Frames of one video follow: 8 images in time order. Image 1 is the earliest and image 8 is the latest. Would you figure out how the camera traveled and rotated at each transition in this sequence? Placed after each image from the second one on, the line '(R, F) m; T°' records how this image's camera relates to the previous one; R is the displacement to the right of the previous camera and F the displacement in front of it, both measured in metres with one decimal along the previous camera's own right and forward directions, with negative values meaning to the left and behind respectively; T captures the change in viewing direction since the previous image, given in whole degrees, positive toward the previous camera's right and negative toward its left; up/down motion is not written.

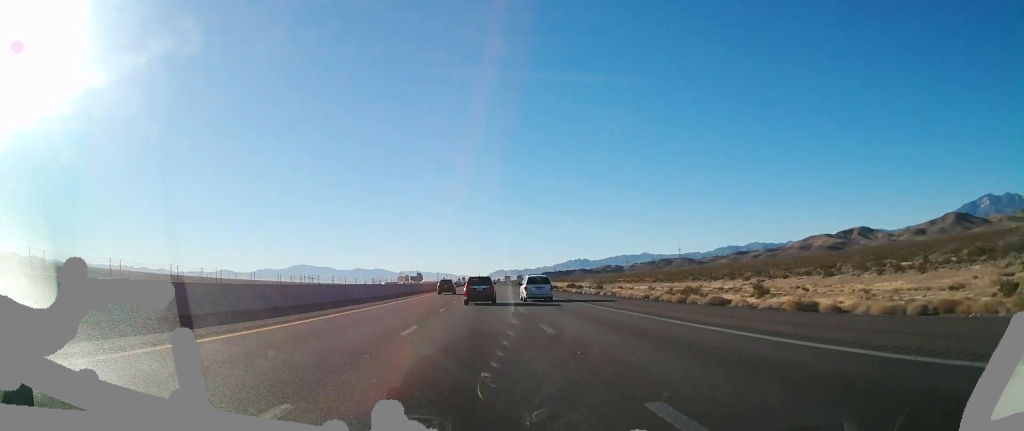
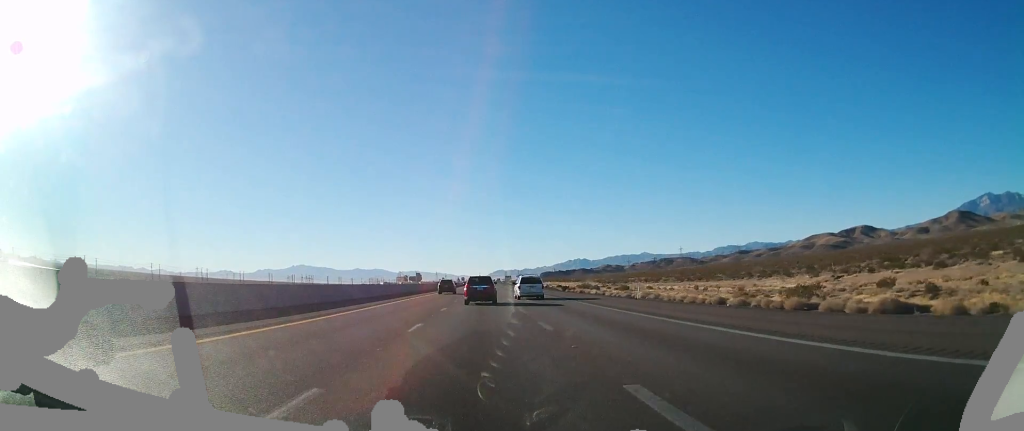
(0.0, +23.2) m; 0°
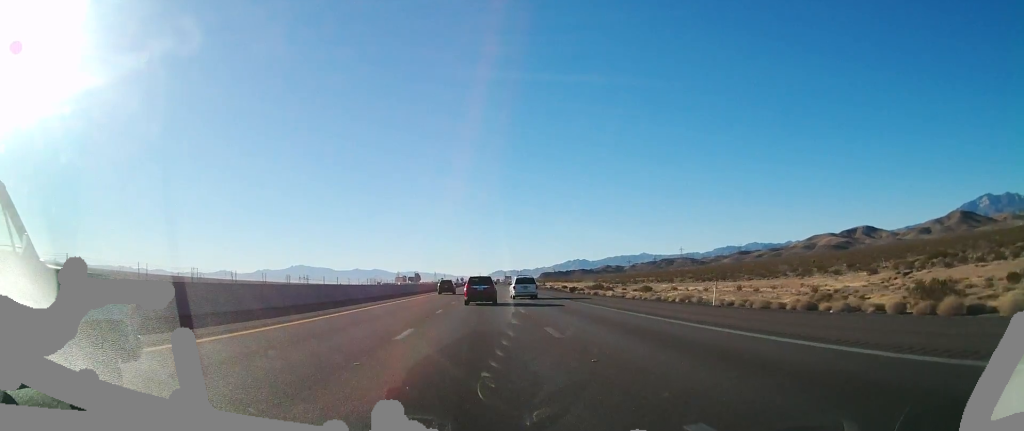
(0.0, +14.4) m; 0°
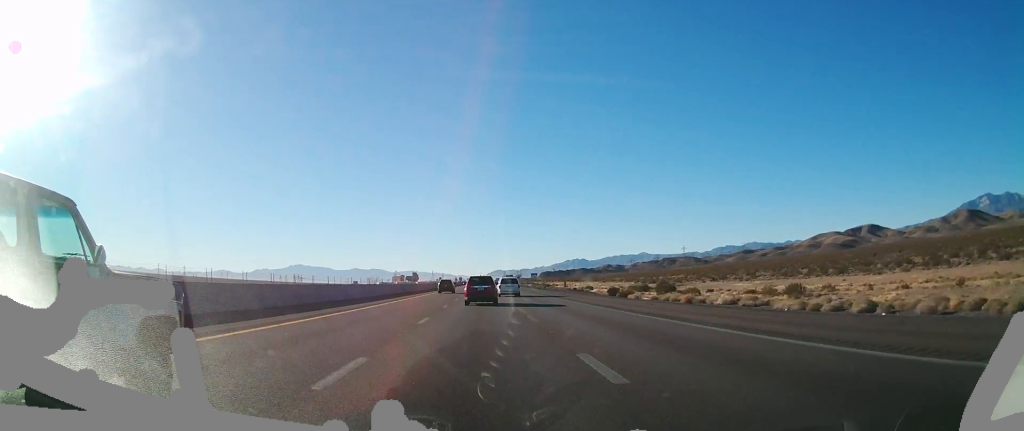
(-0.4, +43.1) m; 0°
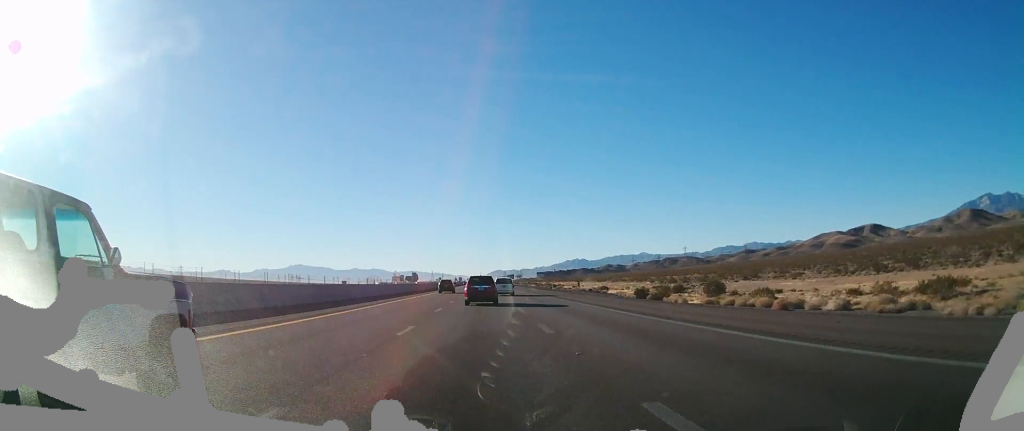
(+0.1, +16.6) m; 0°
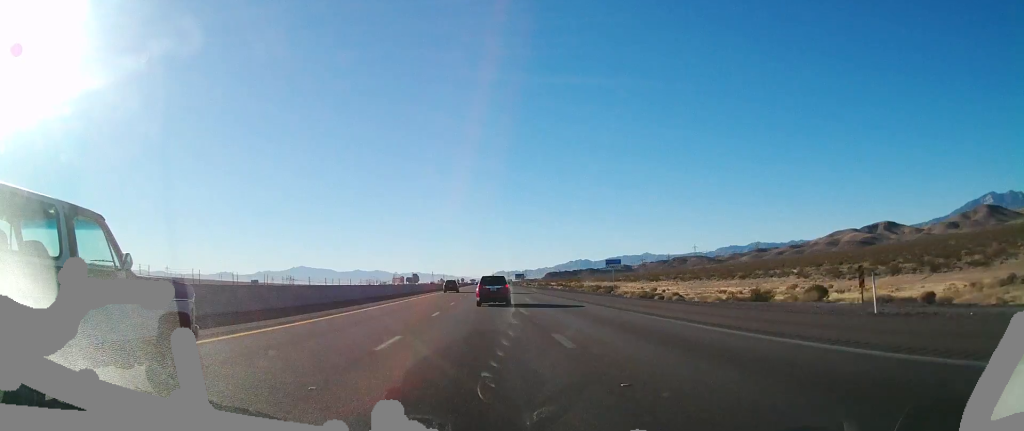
(+0.6, +76.6) m; 0°
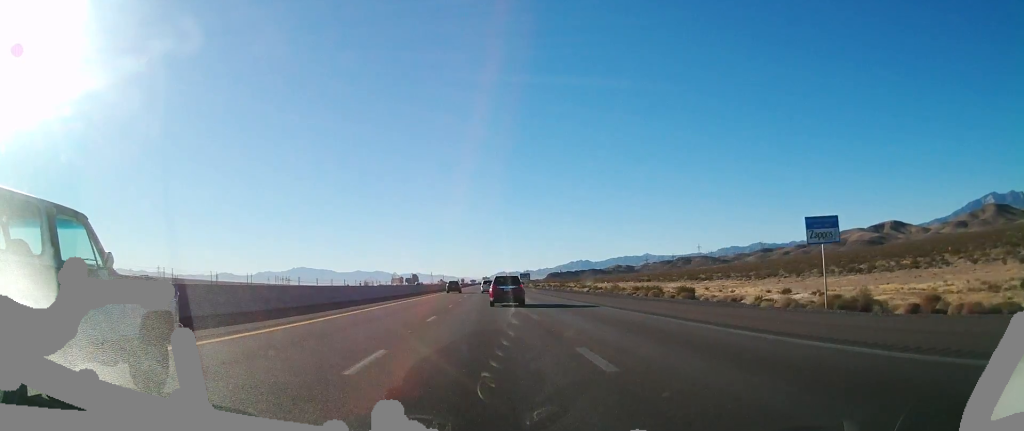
(0.0, +39.9) m; 0°
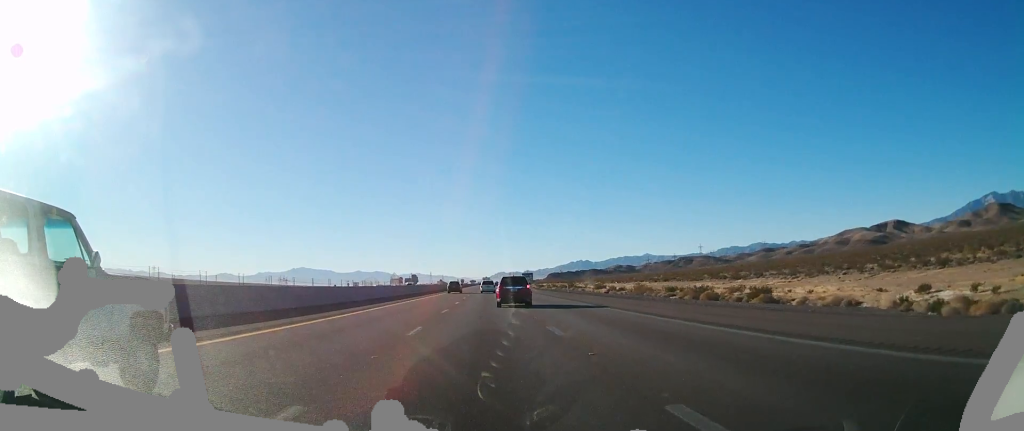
(0.0, +17.8) m; 0°
